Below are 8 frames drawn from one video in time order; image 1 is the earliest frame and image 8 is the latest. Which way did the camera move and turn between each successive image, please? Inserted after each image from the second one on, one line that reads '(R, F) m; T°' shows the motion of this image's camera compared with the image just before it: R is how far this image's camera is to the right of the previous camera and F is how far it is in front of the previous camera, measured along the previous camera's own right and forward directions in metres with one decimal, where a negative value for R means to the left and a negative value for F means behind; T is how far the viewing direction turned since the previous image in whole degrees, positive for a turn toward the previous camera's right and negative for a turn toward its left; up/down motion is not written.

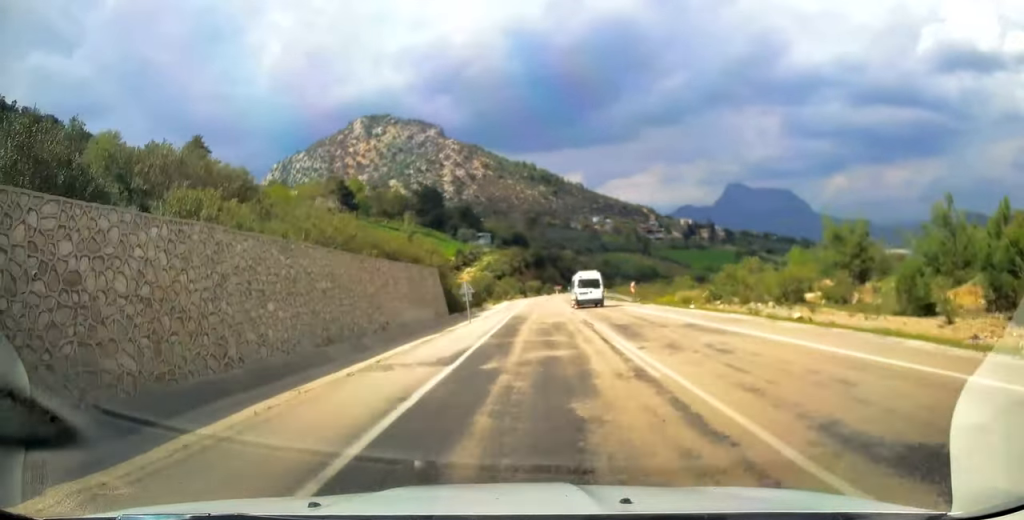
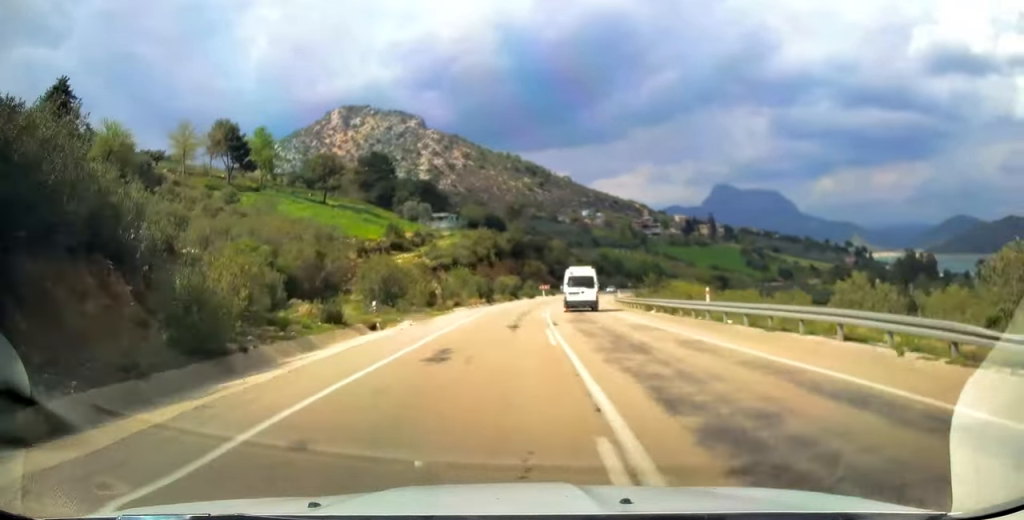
(+0.5, +52.2) m; +2°
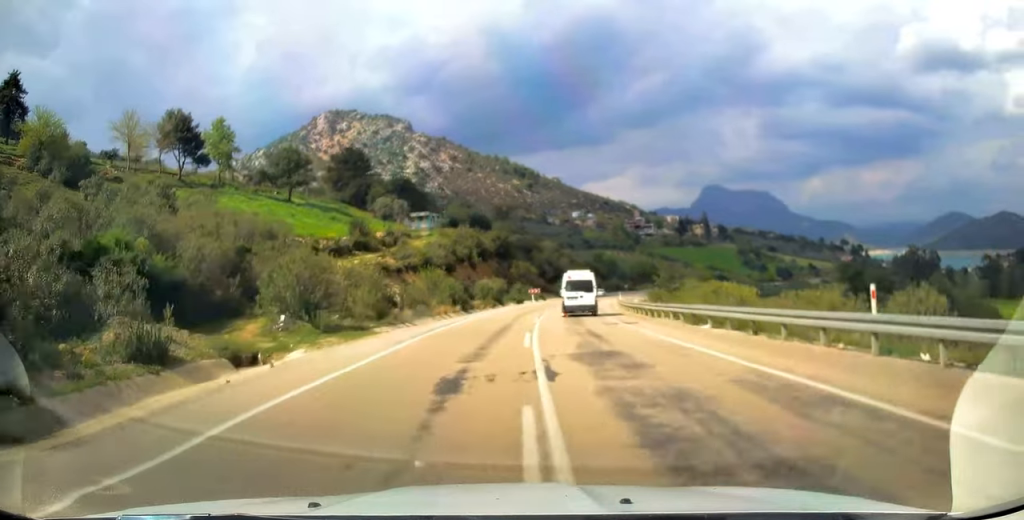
(+0.1, +12.9) m; +1°
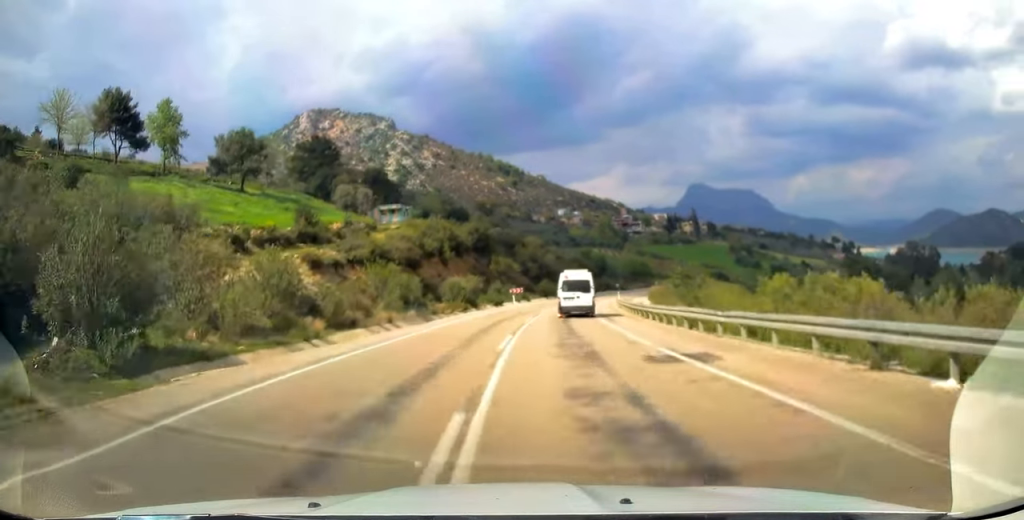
(0.0, +13.4) m; +1°
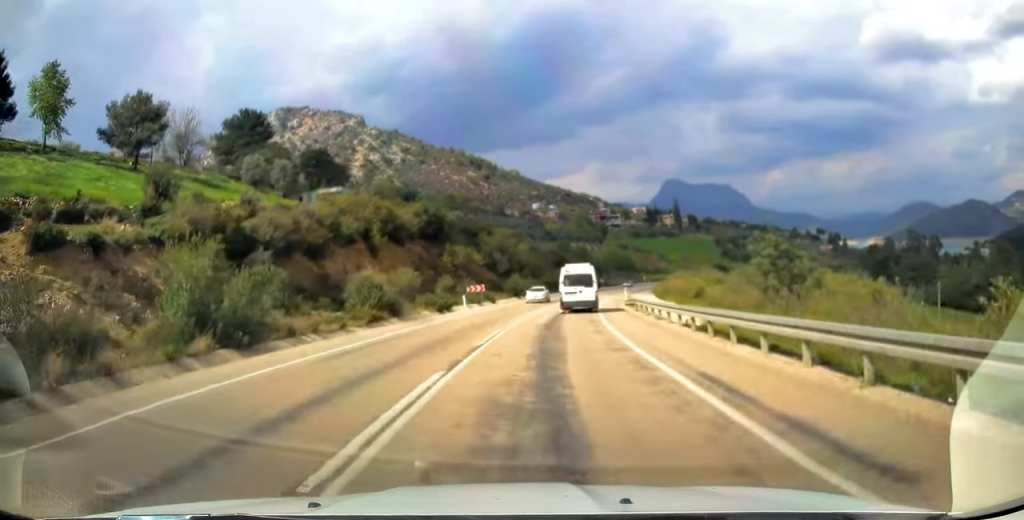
(+0.5, +23.5) m; +3°
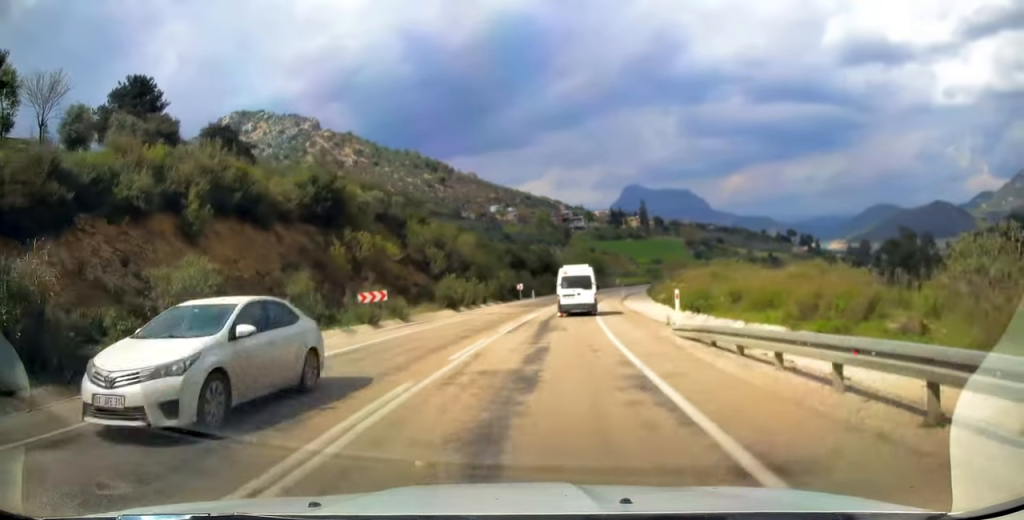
(+0.8, +26.7) m; +3°
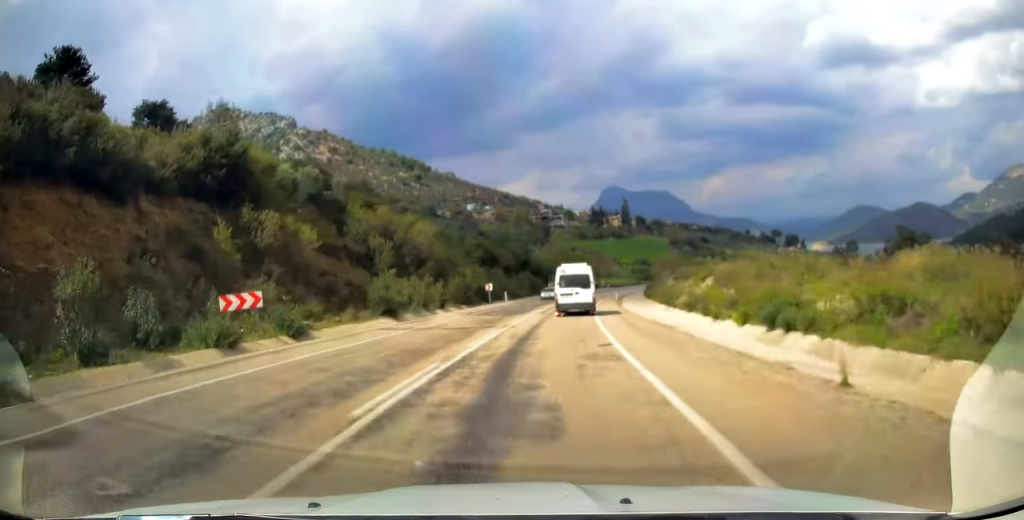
(+0.3, +14.8) m; +2°
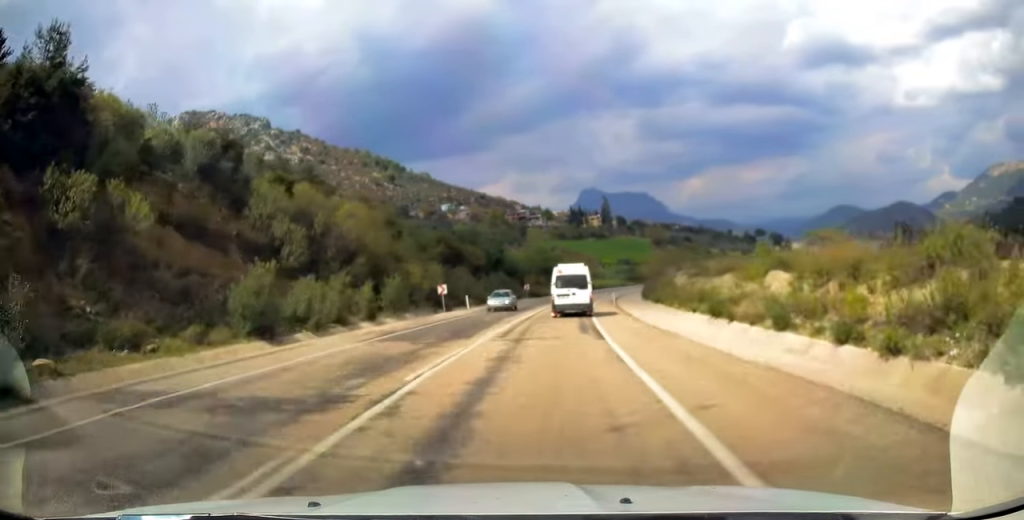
(+0.3, +15.7) m; +2°
